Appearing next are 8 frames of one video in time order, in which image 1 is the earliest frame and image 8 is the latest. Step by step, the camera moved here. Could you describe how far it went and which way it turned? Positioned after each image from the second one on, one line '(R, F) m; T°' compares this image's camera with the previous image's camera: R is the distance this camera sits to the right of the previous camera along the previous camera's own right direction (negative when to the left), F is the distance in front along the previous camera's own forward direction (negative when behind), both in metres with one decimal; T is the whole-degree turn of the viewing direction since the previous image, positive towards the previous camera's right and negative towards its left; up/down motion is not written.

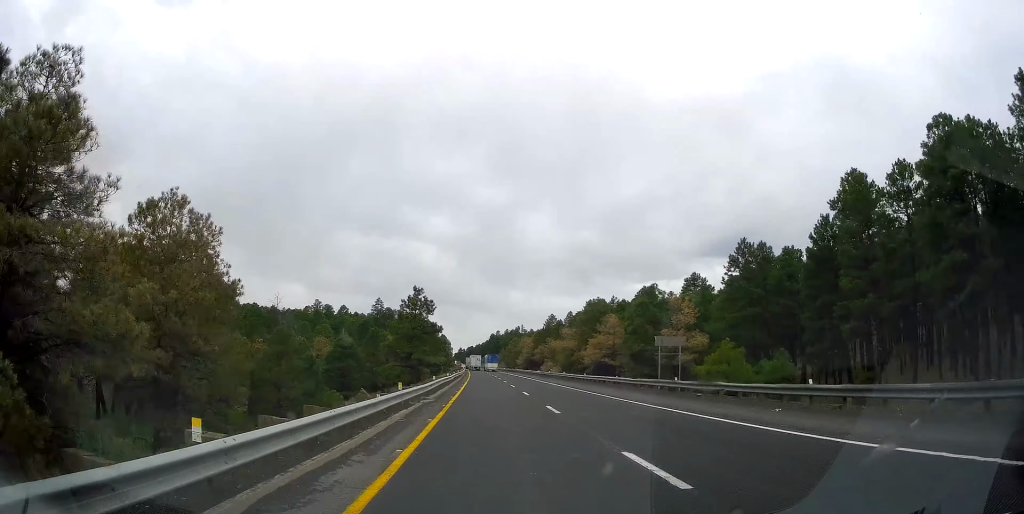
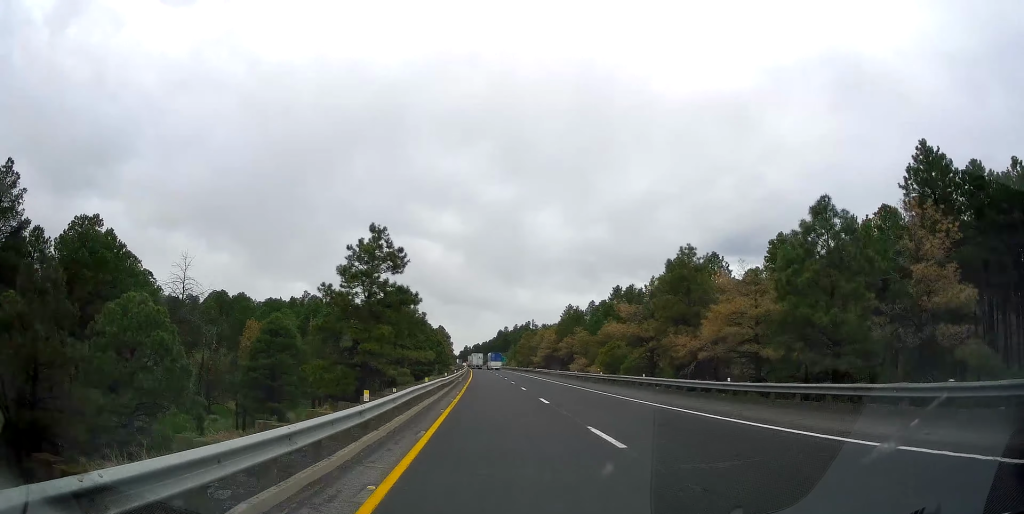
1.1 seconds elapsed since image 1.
(-0.4, +32.5) m; -2°
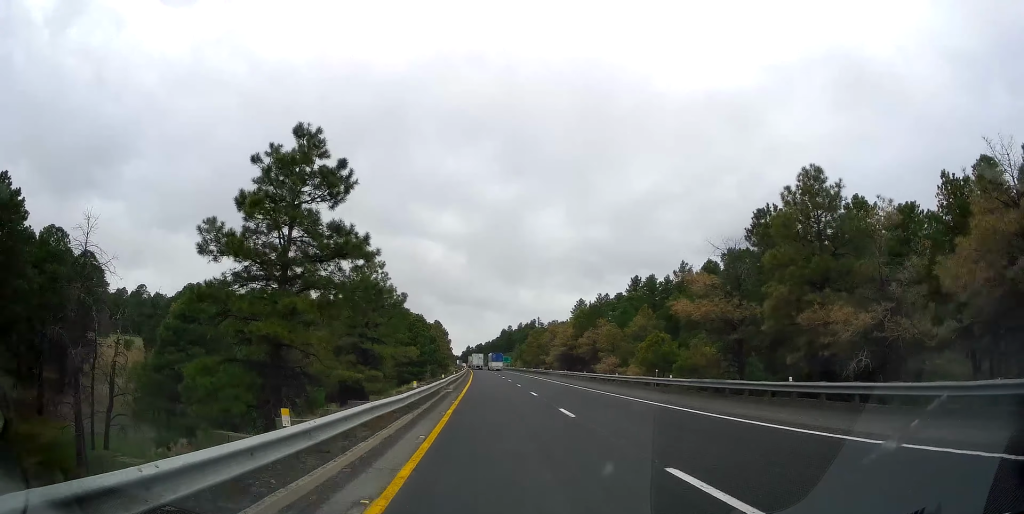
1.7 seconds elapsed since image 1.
(-0.4, +18.3) m; -1°
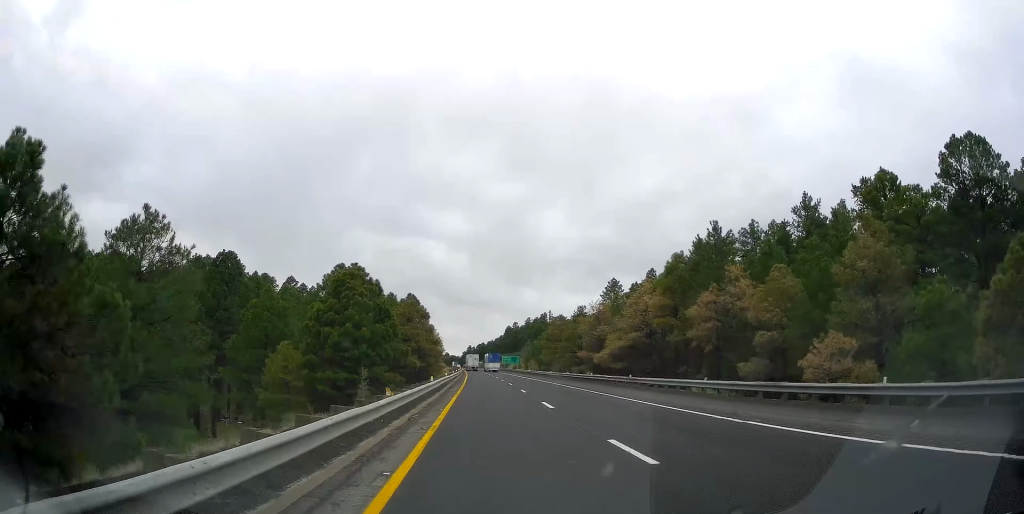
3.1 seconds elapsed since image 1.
(+0.2, +44.9) m; 0°
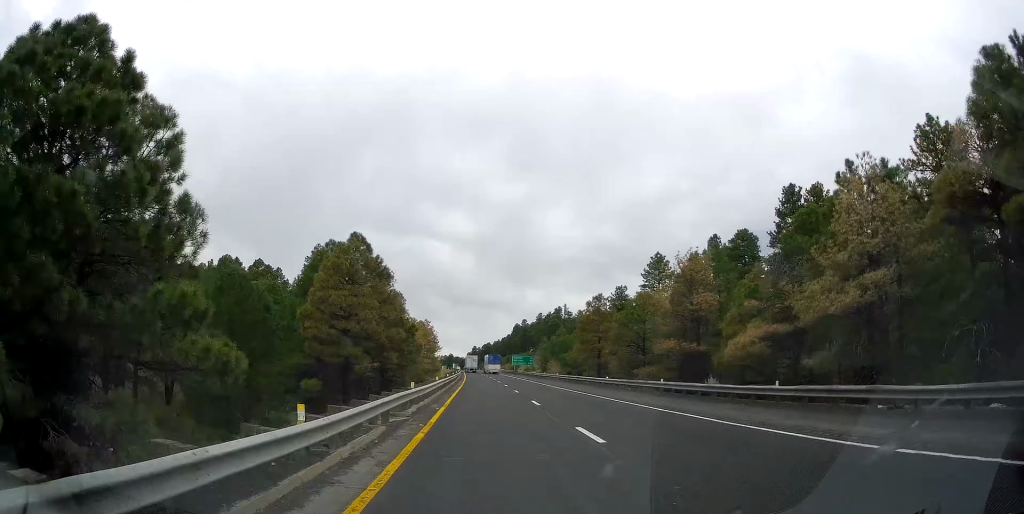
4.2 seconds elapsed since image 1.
(-0.2, +33.9) m; 0°
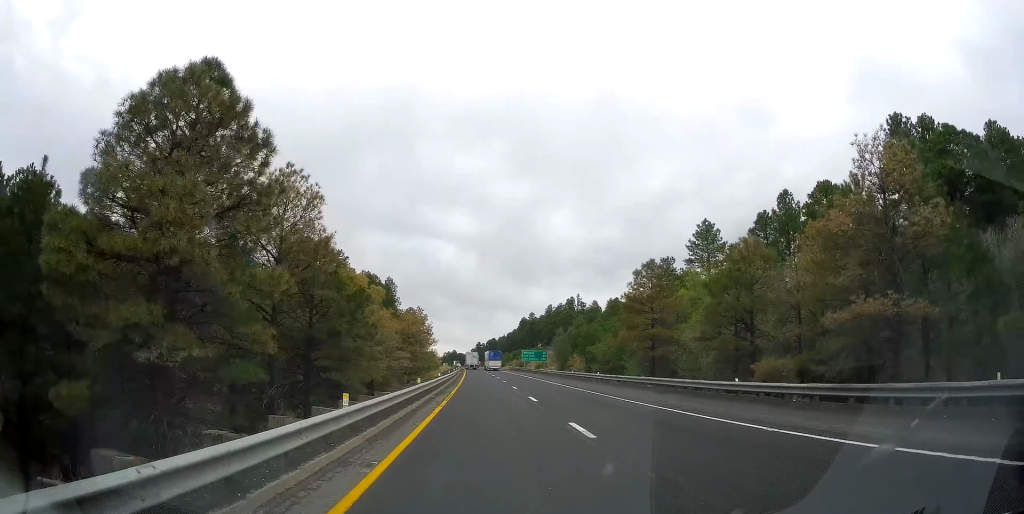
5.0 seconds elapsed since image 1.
(0.0, +23.7) m; 0°
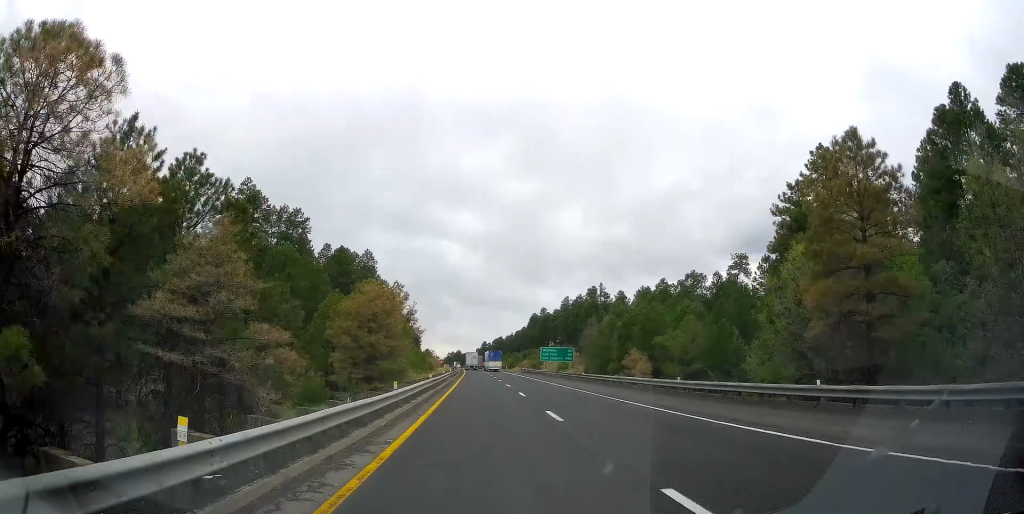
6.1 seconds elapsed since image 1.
(-0.2, +32.8) m; -1°
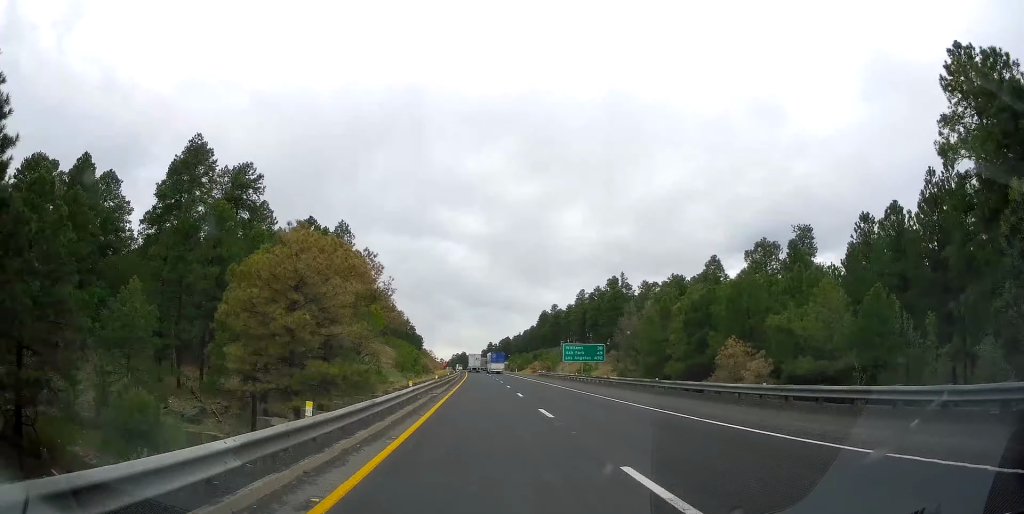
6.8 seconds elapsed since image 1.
(-0.3, +22.5) m; 0°
